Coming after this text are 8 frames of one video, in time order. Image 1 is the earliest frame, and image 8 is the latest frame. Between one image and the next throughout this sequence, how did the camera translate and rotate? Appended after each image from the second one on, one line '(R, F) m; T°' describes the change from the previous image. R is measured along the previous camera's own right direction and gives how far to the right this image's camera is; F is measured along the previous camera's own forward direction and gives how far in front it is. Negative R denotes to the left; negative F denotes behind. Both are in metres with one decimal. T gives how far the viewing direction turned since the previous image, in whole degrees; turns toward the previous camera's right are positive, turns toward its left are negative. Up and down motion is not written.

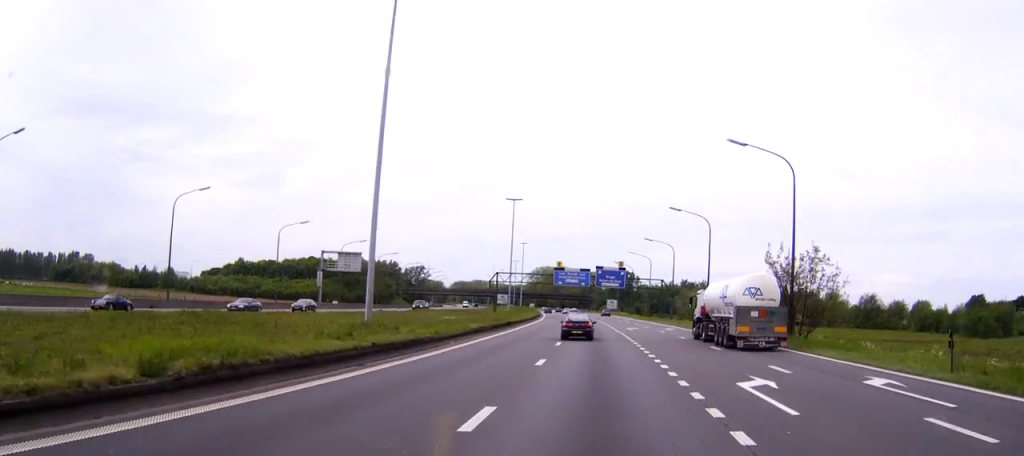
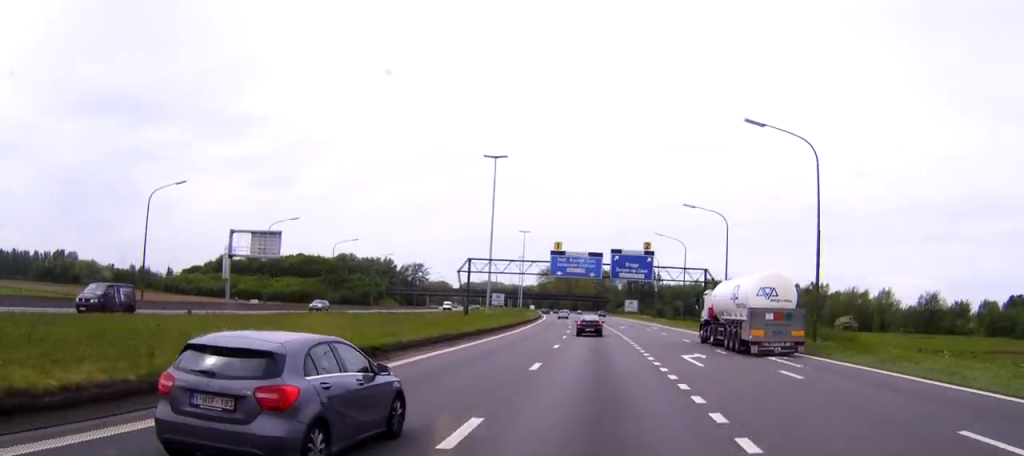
(-0.3, +37.8) m; -1°
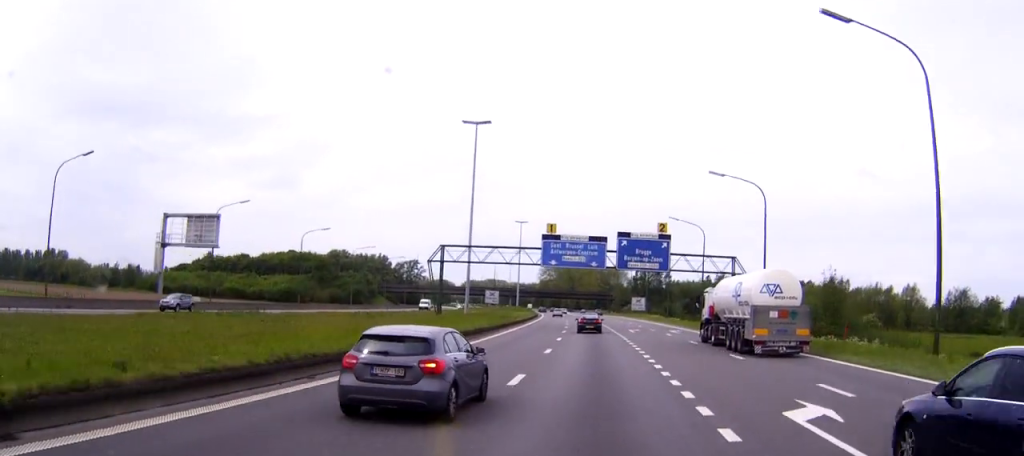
(-0.2, +16.5) m; 0°
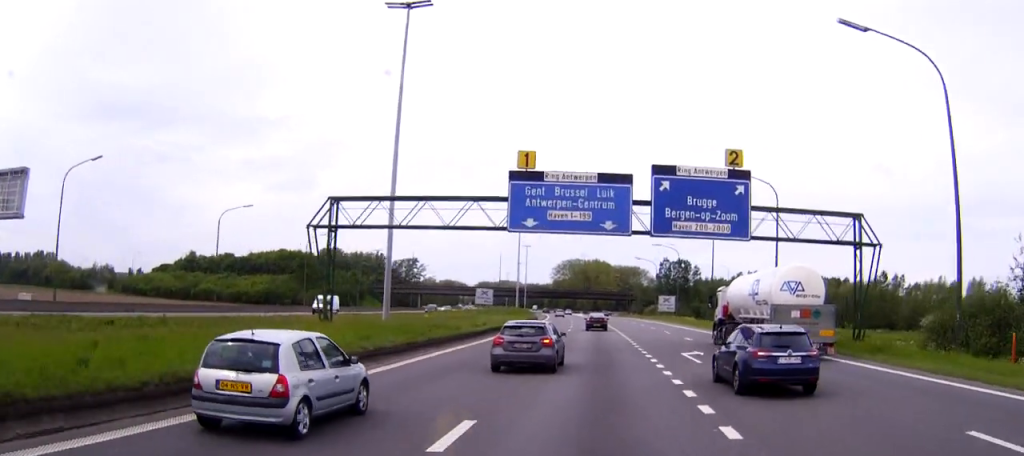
(-0.2, +32.2) m; -1°
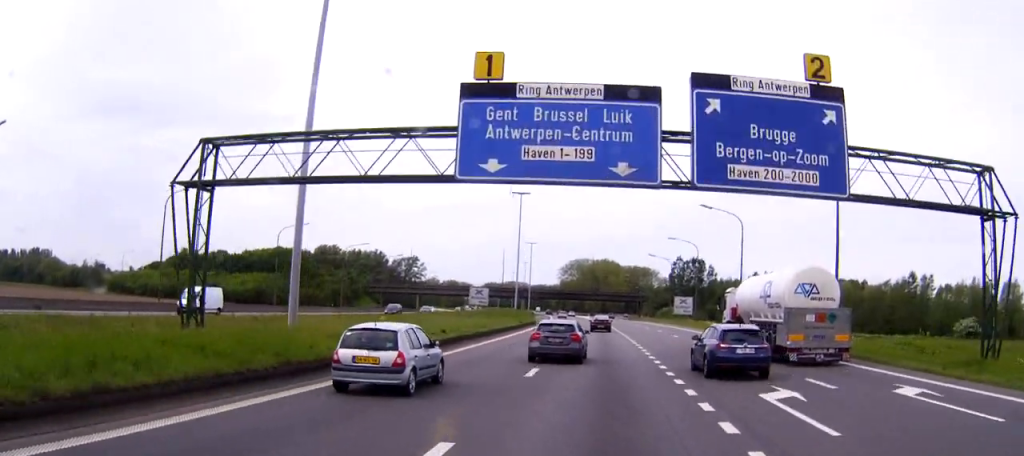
(-0.2, +14.0) m; -1°
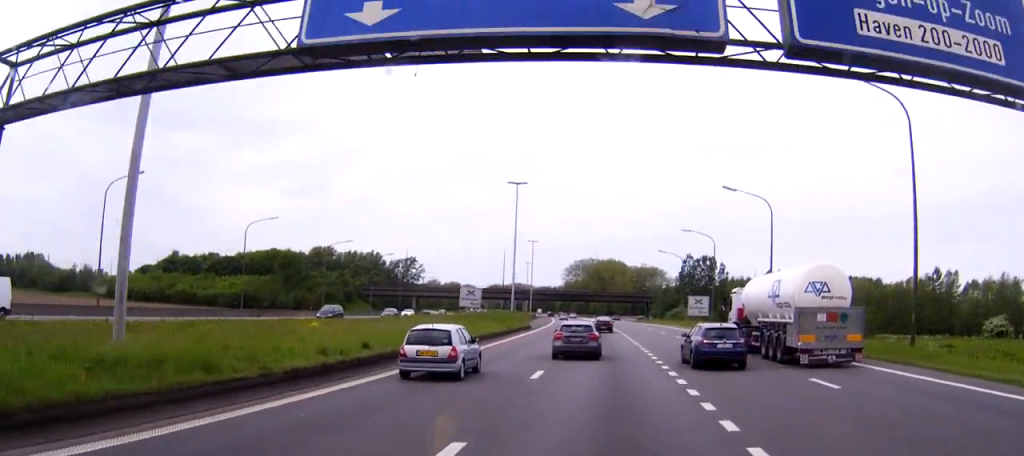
(-0.1, +11.7) m; 0°
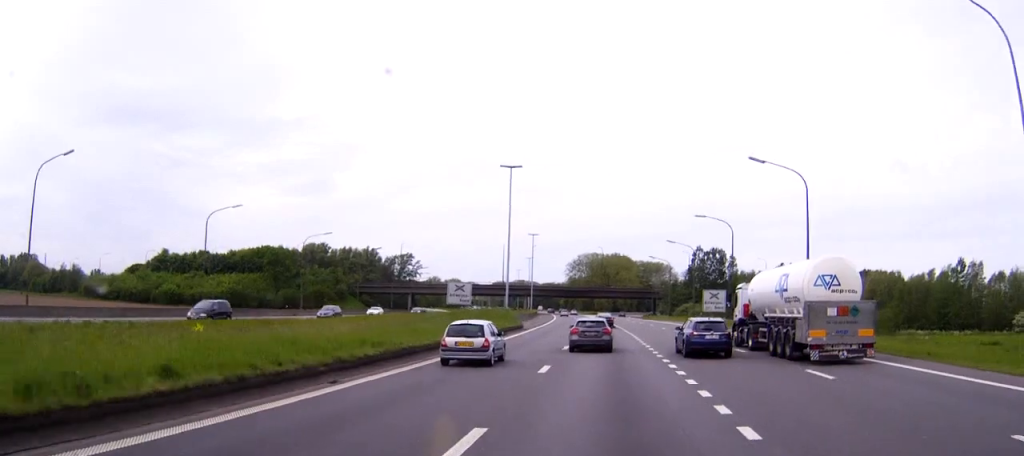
(0.0, +10.9) m; 0°
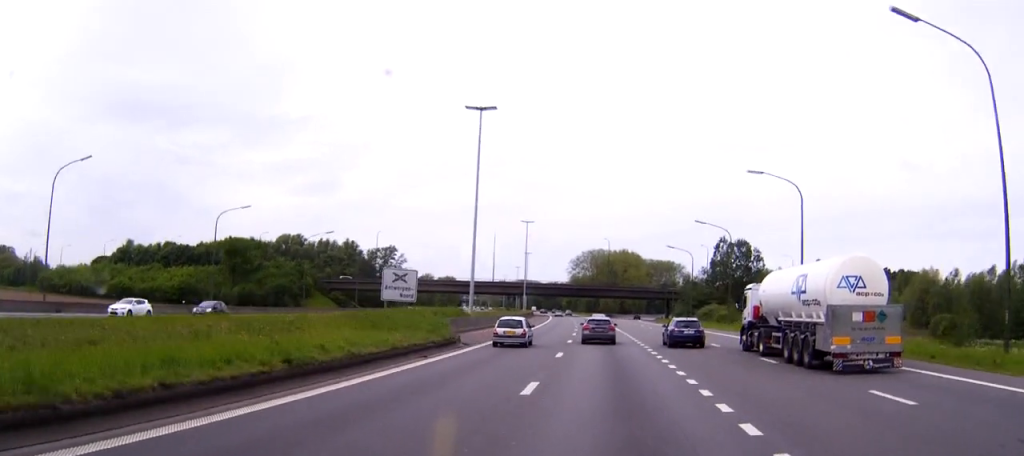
(-0.2, +28.4) m; -1°
